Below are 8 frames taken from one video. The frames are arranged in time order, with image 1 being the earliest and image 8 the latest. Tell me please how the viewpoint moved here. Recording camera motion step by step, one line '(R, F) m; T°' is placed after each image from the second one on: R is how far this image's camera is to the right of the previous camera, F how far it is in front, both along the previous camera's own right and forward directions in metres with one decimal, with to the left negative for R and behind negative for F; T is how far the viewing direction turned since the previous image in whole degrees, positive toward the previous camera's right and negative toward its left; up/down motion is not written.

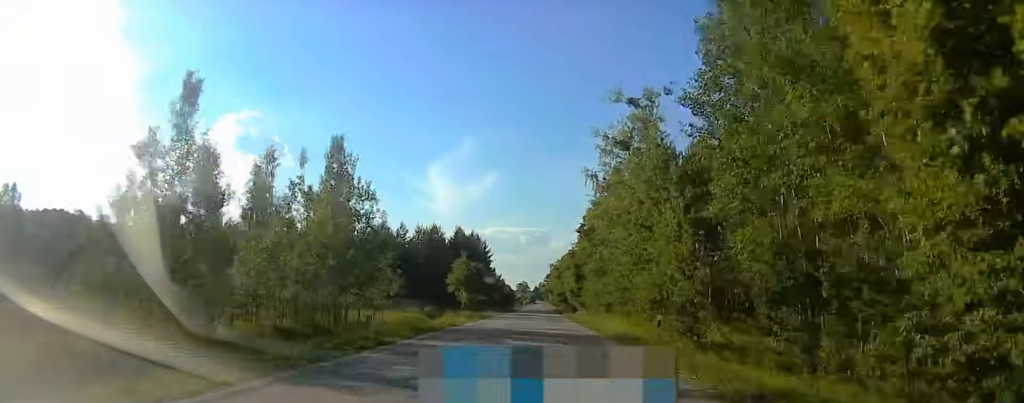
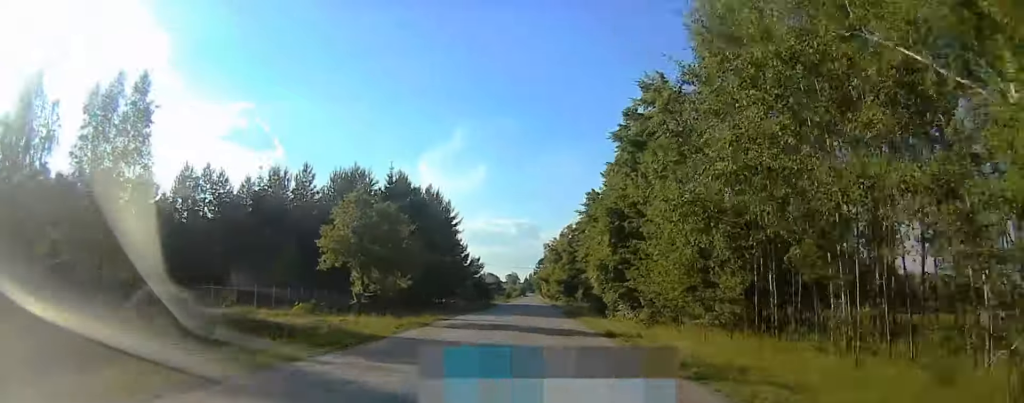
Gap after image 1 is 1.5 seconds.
(+0.1, +39.4) m; +1°
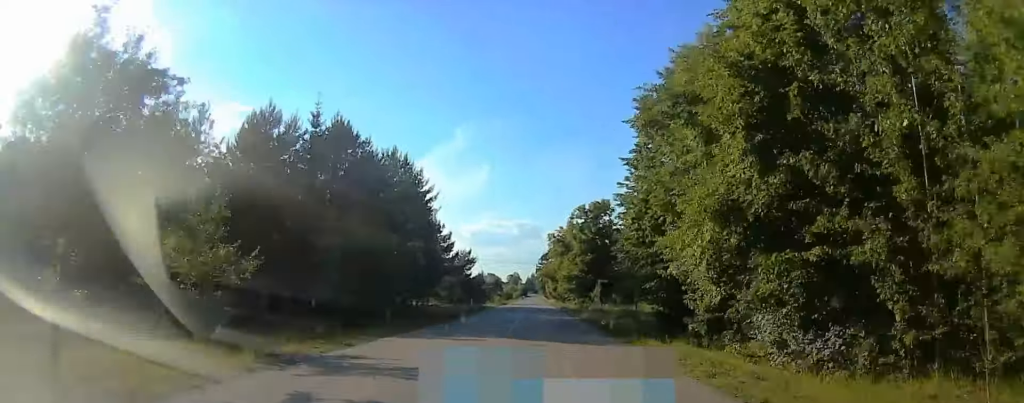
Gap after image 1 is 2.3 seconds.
(+0.2, +22.0) m; 0°
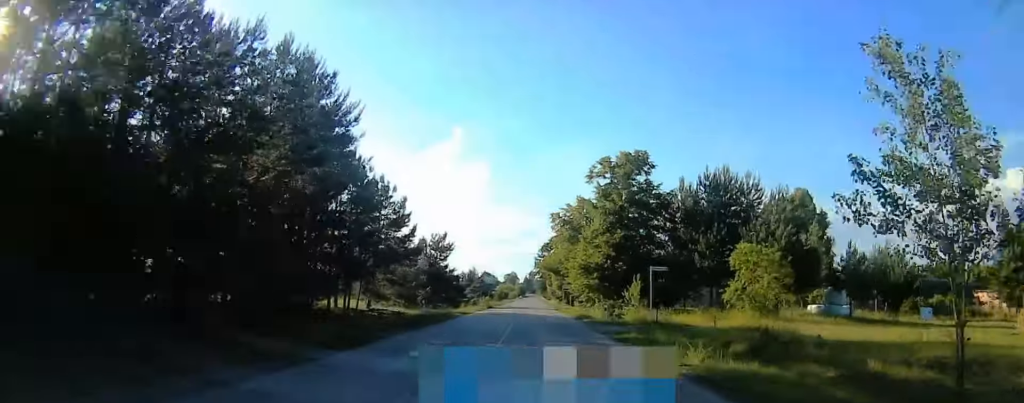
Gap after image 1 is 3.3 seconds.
(-0.2, +25.7) m; -1°
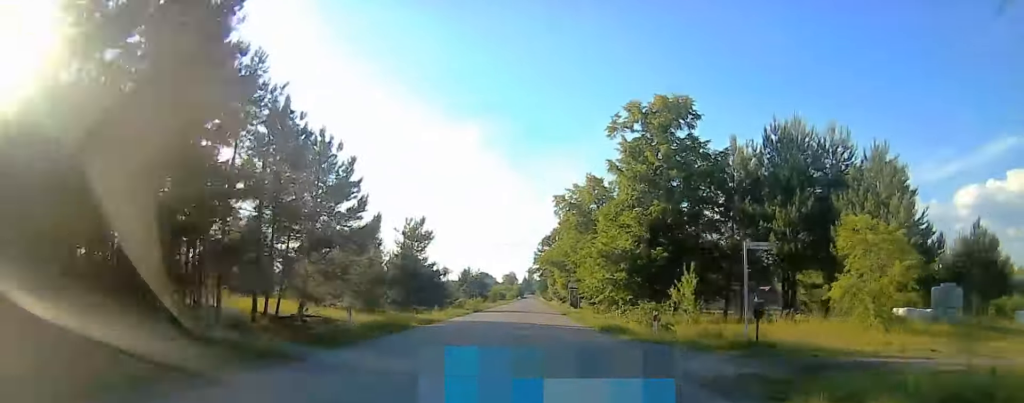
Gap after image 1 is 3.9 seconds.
(-0.1, +13.9) m; 0°
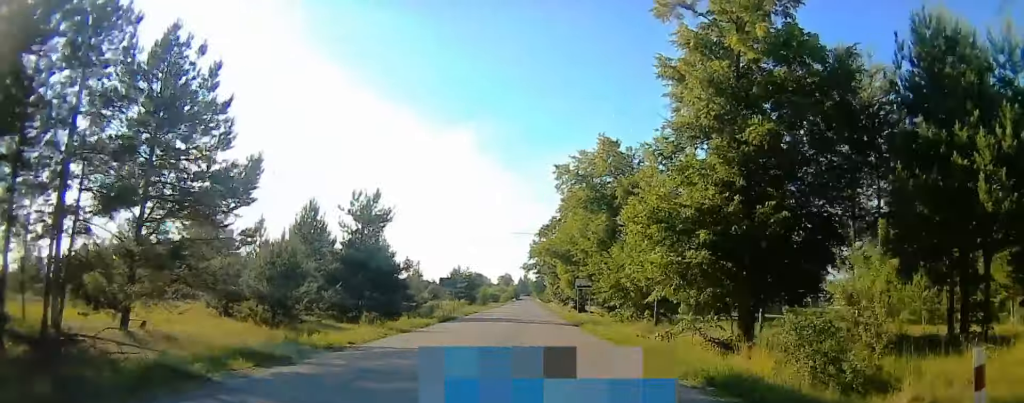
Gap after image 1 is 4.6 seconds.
(-0.1, +16.0) m; 0°
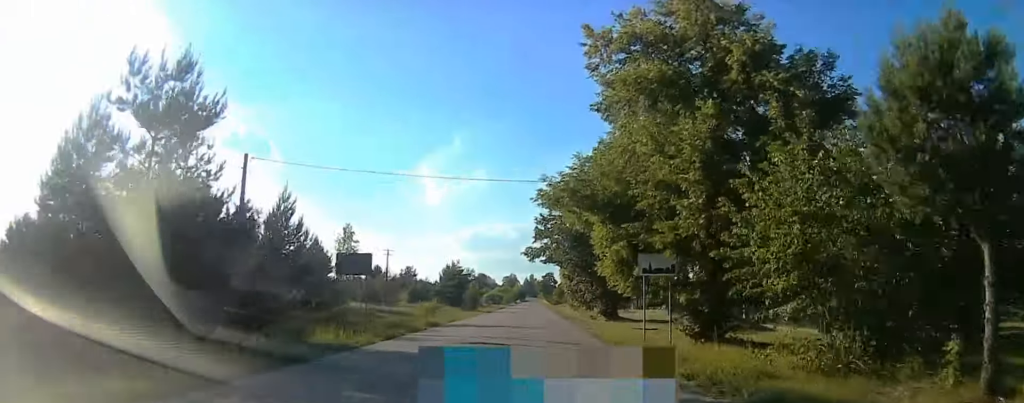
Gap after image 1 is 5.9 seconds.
(+0.2, +27.1) m; +2°
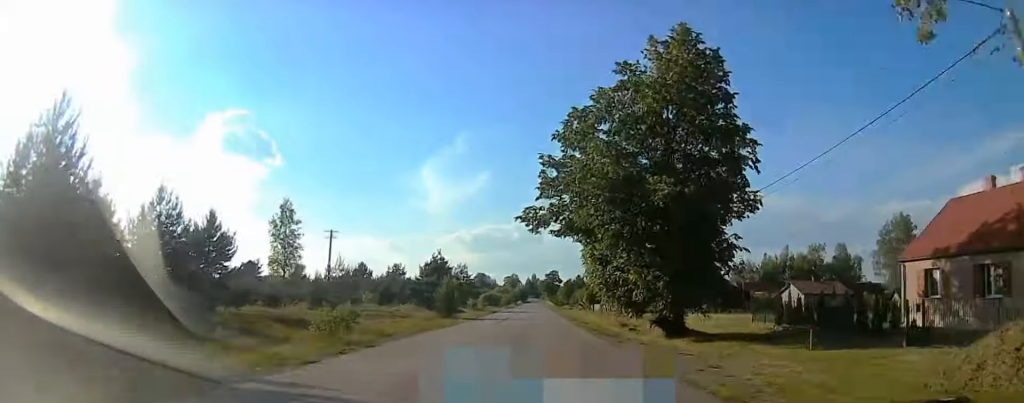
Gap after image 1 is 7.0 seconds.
(+0.4, +22.0) m; +1°
